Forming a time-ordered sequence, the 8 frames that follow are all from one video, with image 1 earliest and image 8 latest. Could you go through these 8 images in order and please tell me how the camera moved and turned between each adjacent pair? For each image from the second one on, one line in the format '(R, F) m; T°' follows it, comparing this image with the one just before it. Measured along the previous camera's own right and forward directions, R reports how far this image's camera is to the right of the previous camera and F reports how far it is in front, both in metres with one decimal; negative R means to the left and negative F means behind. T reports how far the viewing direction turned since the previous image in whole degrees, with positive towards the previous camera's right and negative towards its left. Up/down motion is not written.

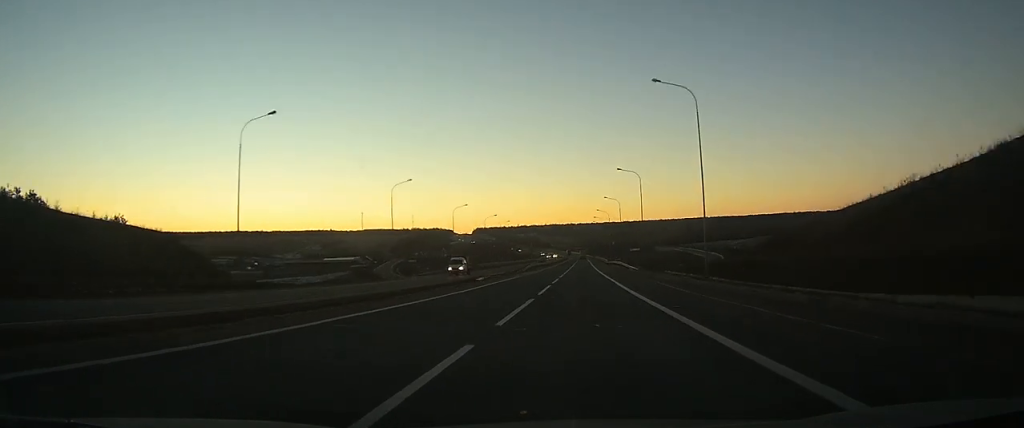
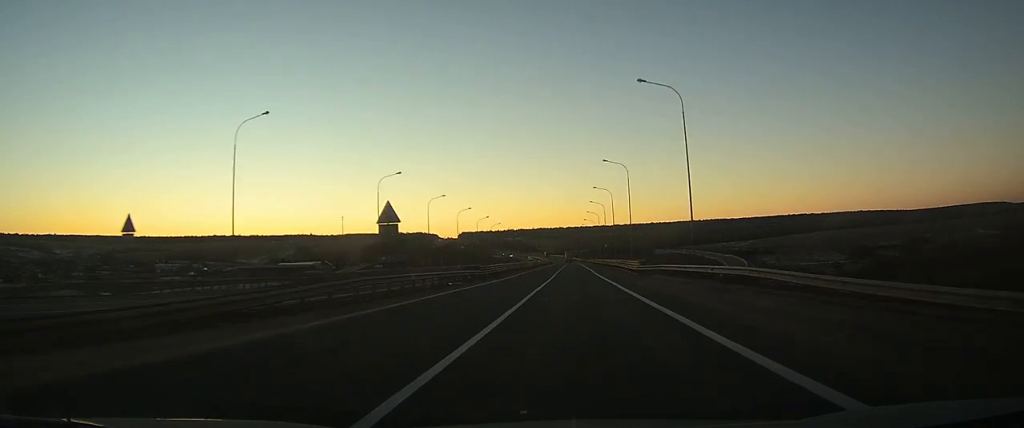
(+0.5, +68.9) m; +1°
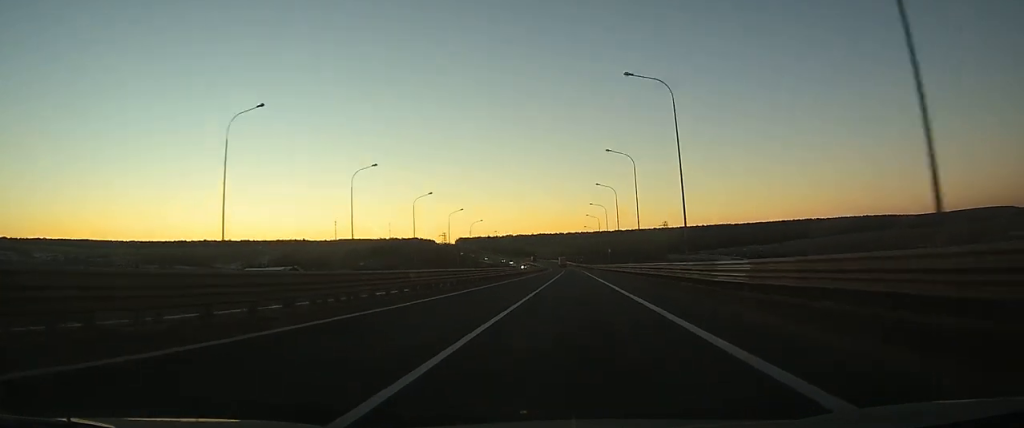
(+0.1, +55.9) m; 0°
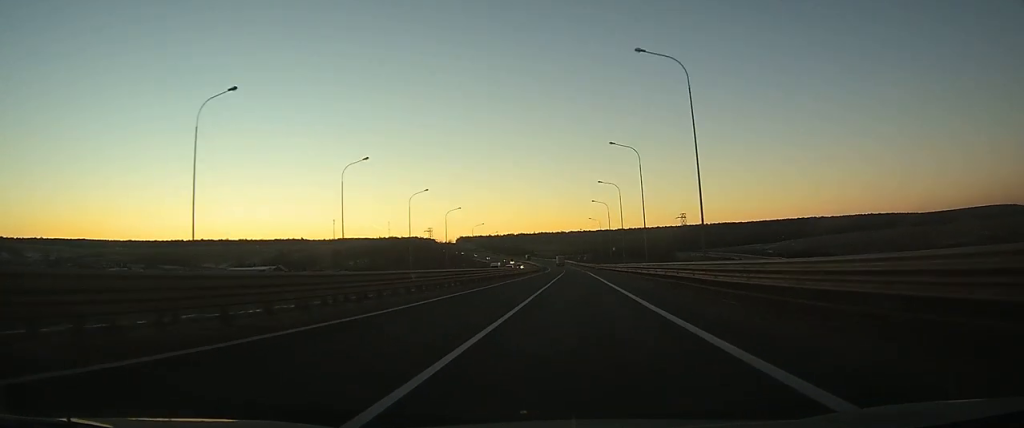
(0.0, +27.0) m; 0°
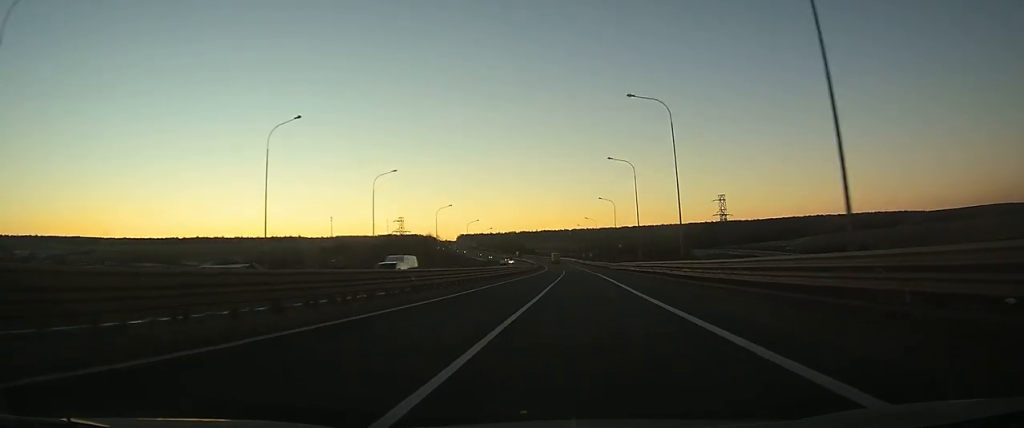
(-0.3, +39.5) m; 0°
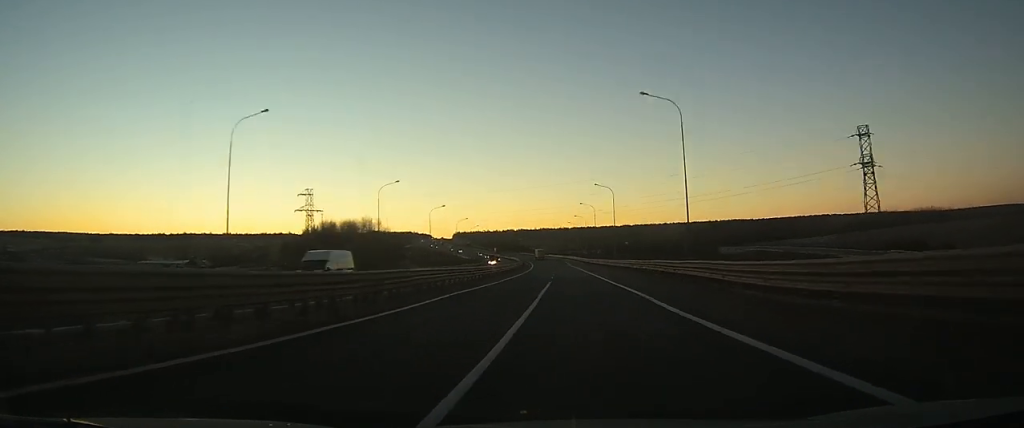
(+0.2, +62.1) m; 0°
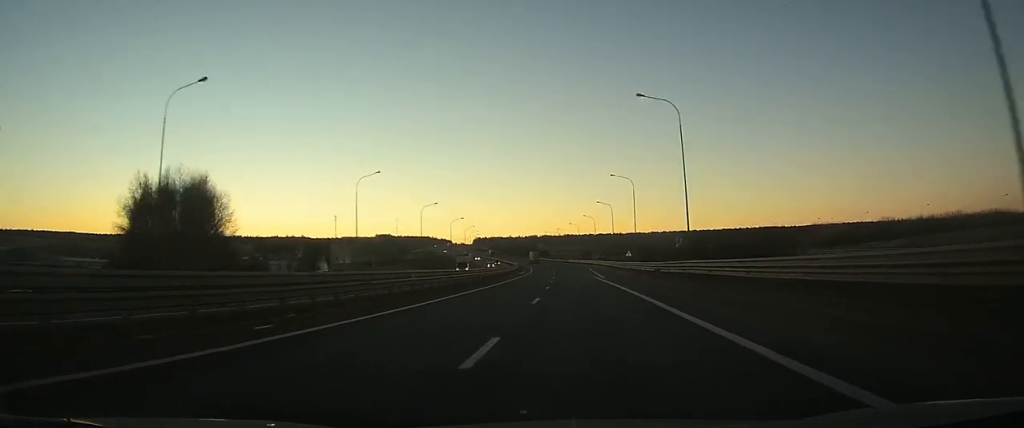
(-1.0, +74.8) m; -2°
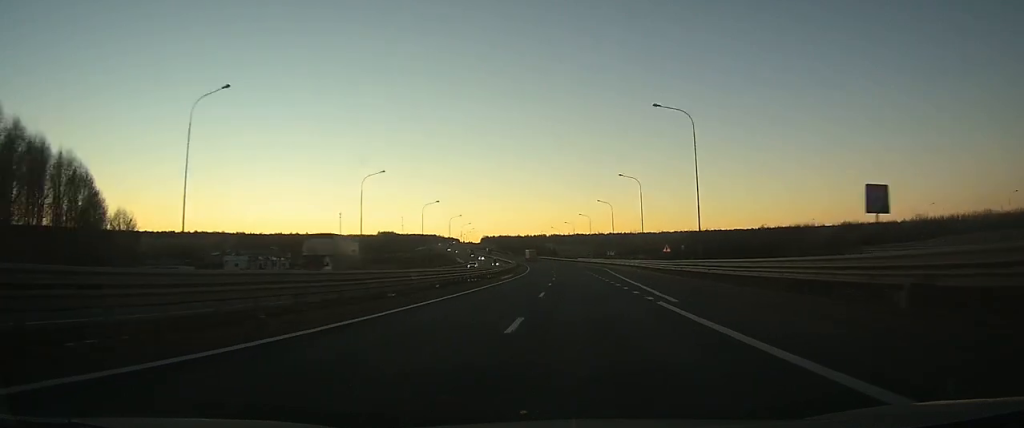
(-0.2, +30.9) m; -1°
